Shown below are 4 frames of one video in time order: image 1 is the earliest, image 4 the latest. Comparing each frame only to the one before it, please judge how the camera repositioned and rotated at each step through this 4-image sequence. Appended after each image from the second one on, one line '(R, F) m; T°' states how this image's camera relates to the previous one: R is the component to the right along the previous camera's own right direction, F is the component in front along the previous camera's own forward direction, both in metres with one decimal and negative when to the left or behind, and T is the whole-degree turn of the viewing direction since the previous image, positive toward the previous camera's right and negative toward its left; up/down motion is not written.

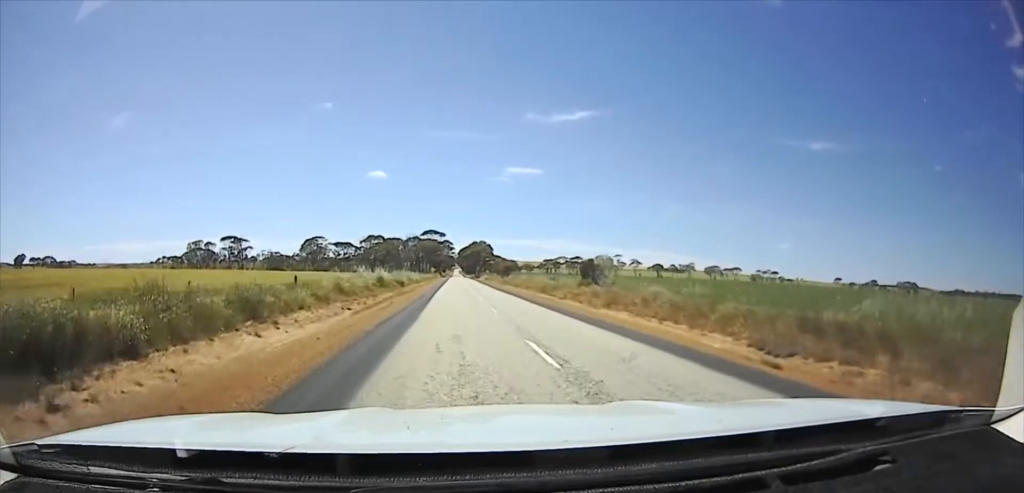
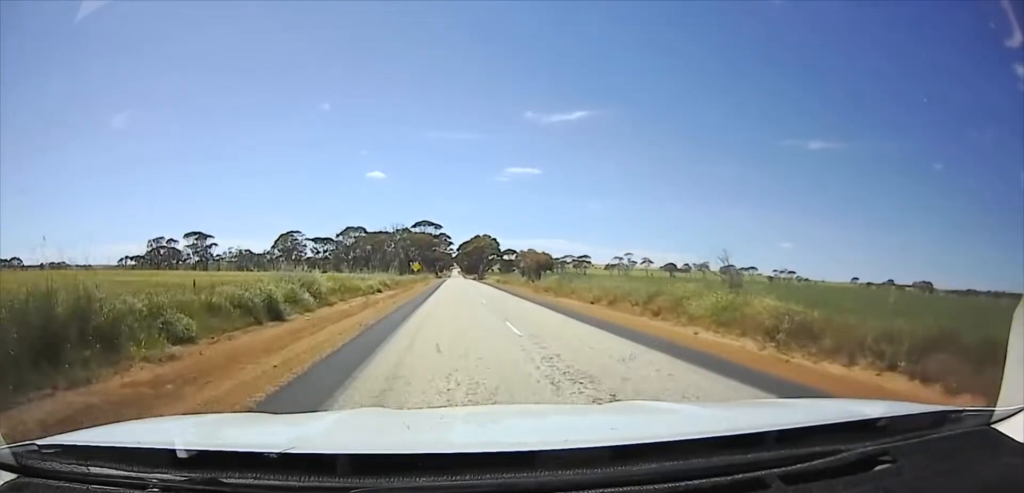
(-0.6, +42.8) m; +2°
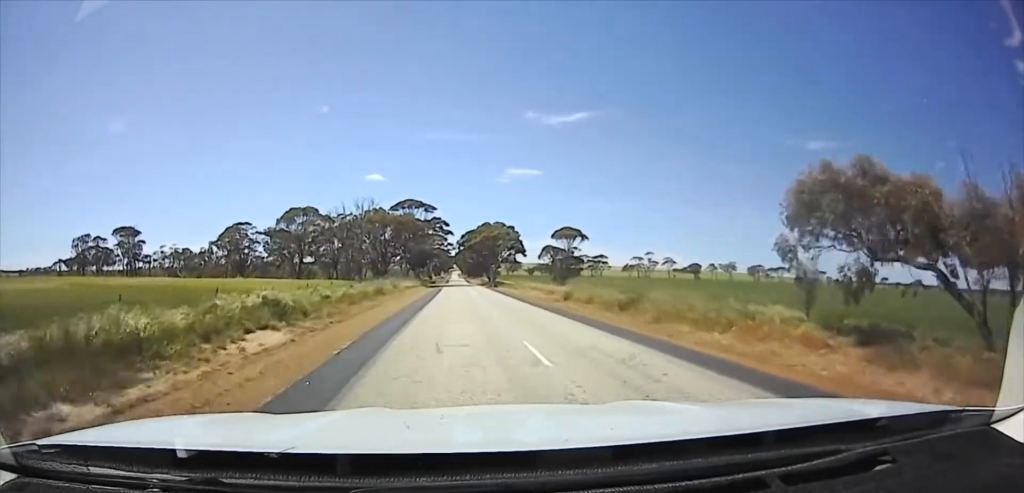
(+1.1, +51.9) m; +1°
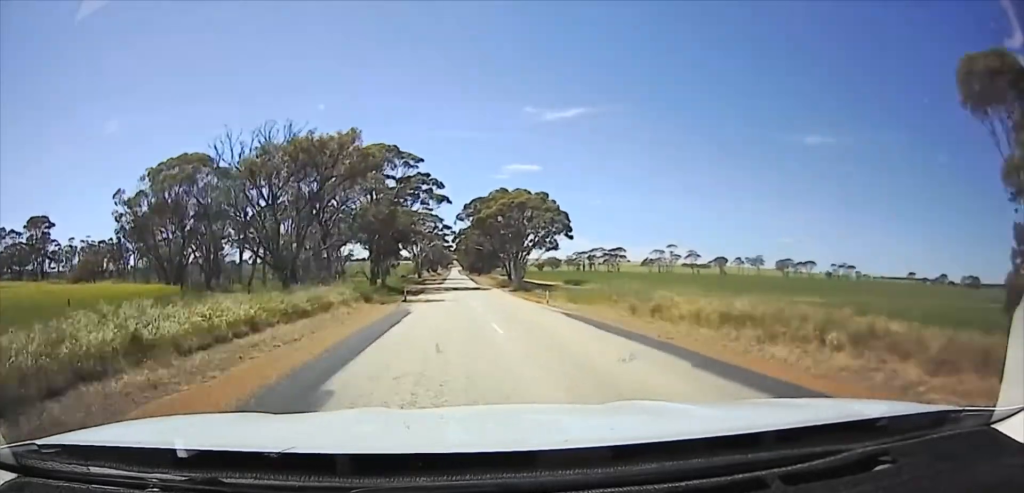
(0.0, +40.0) m; 0°
